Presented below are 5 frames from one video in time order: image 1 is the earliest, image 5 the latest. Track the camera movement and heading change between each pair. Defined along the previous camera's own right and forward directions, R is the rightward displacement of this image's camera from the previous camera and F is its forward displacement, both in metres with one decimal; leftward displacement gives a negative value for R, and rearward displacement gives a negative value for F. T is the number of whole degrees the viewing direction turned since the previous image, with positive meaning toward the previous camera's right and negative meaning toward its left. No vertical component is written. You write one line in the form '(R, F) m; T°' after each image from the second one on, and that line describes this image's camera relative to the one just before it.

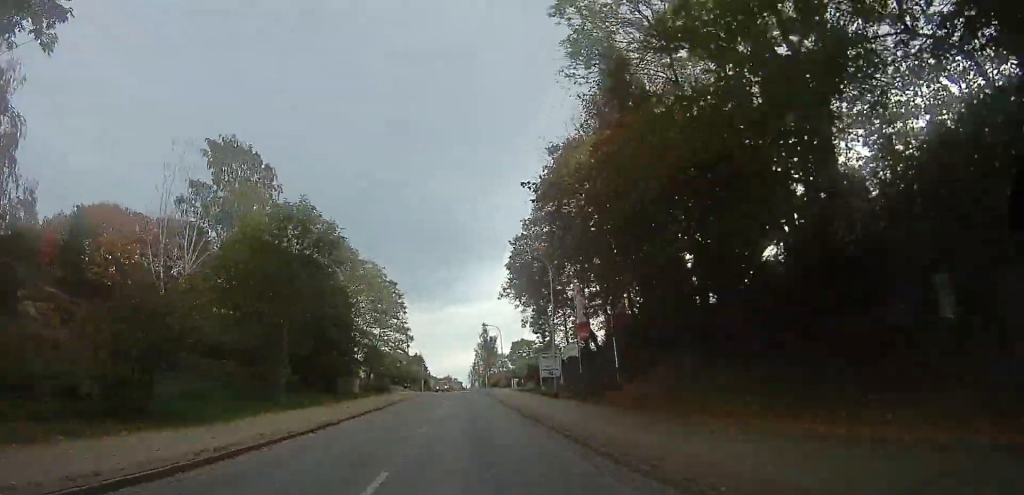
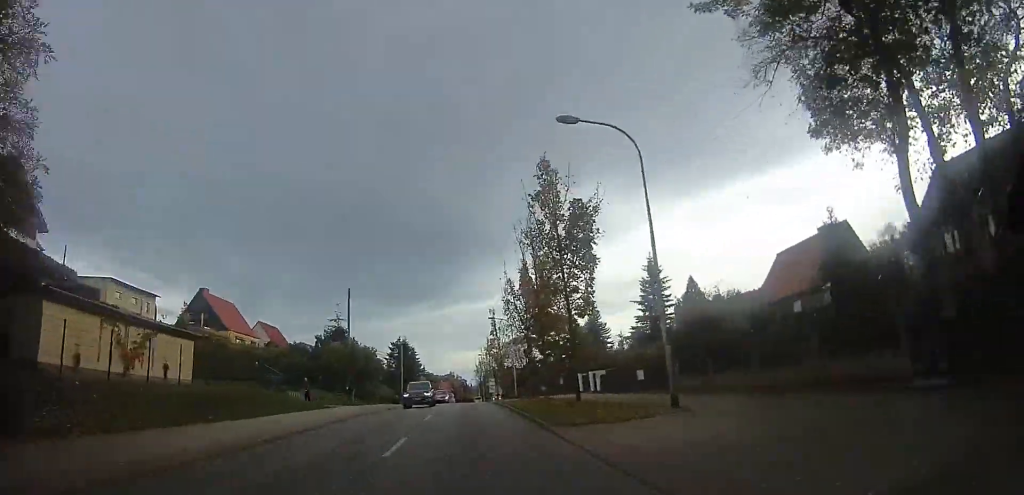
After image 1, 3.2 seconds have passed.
(0.0, +52.2) m; 0°
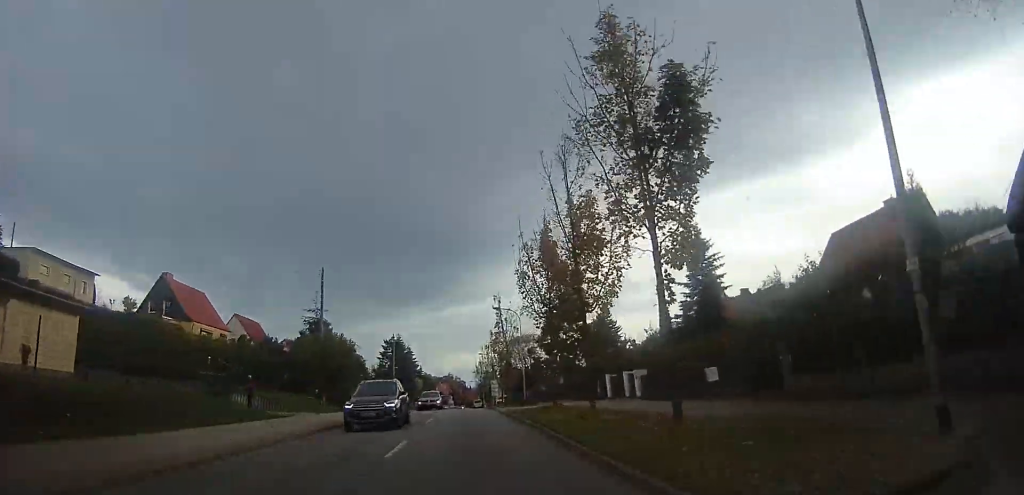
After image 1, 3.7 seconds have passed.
(0.0, +8.5) m; 0°
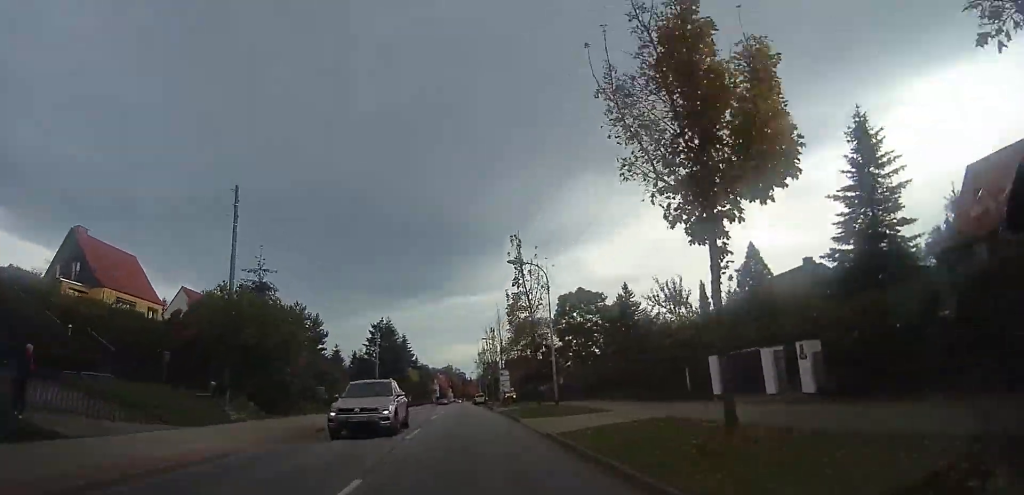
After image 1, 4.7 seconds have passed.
(0.0, +14.8) m; 0°
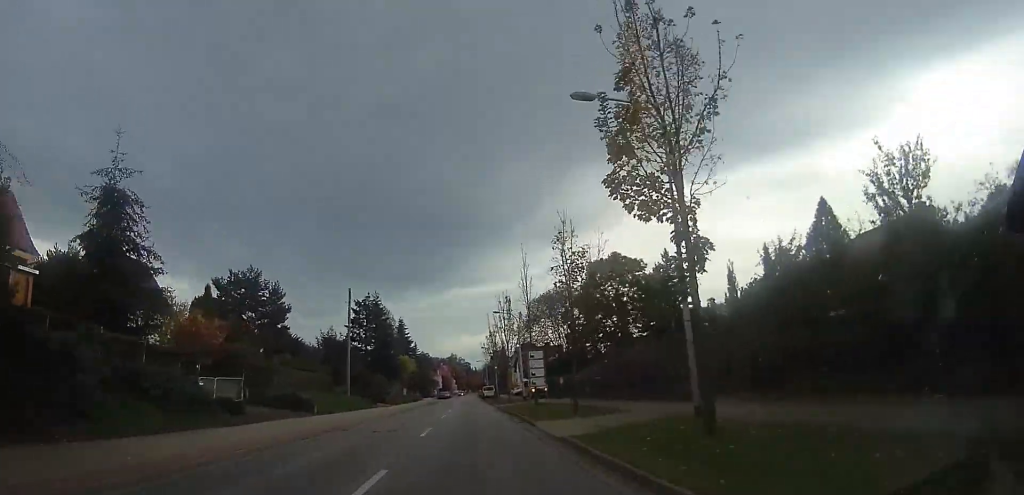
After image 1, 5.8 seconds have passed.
(+0.1, +17.2) m; +1°
